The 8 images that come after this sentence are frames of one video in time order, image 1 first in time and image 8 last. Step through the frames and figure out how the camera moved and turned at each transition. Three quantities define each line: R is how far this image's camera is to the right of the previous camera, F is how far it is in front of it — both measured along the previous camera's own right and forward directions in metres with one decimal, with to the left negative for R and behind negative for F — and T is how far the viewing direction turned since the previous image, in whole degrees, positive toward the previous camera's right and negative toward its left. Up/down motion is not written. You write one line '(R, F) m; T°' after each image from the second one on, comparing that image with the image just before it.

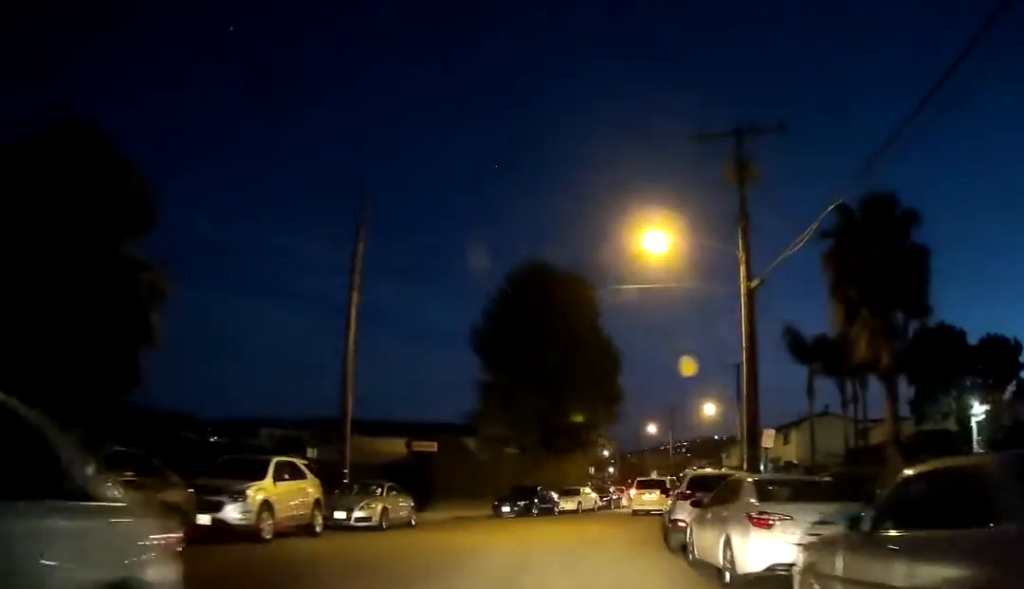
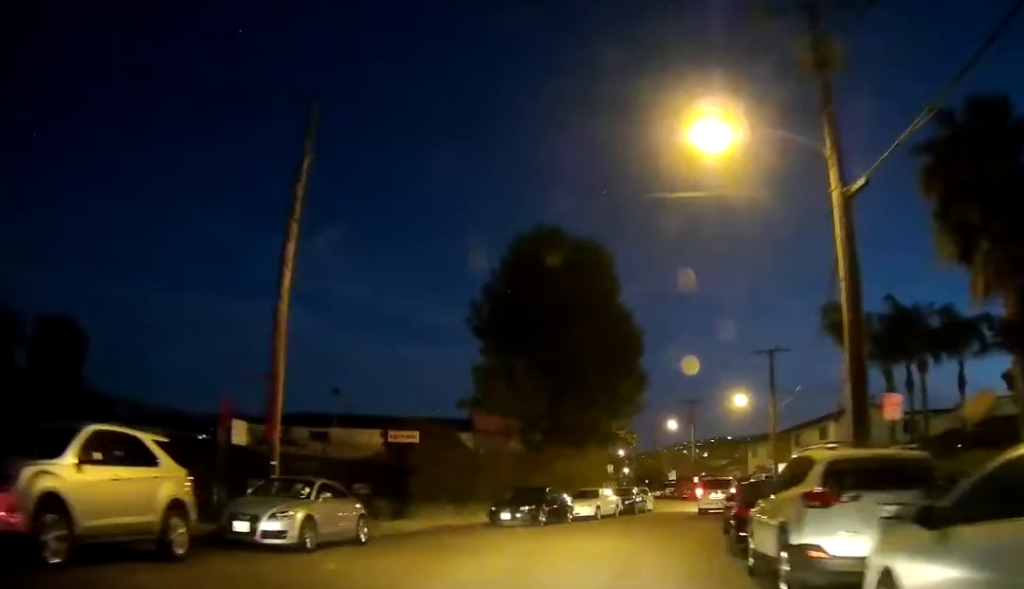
(+0.4, +7.3) m; +3°
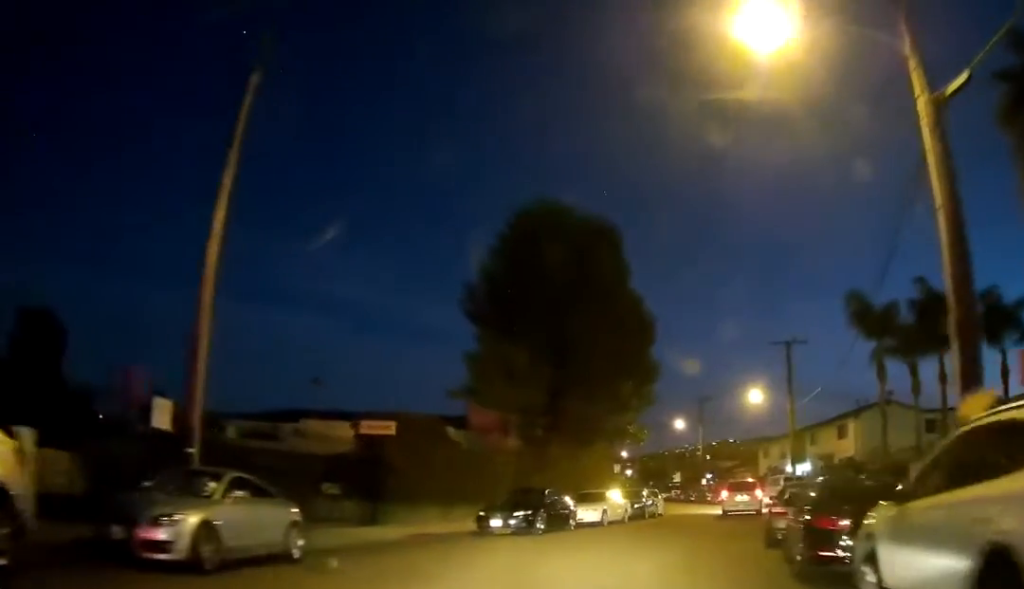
(+0.1, +4.0) m; -2°
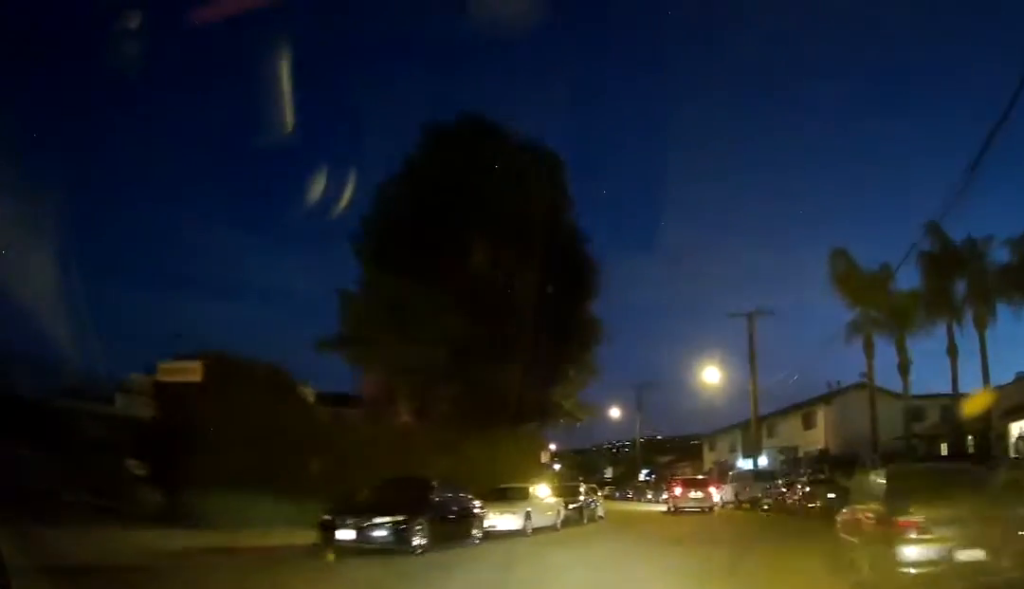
(-0.4, +8.1) m; +1°
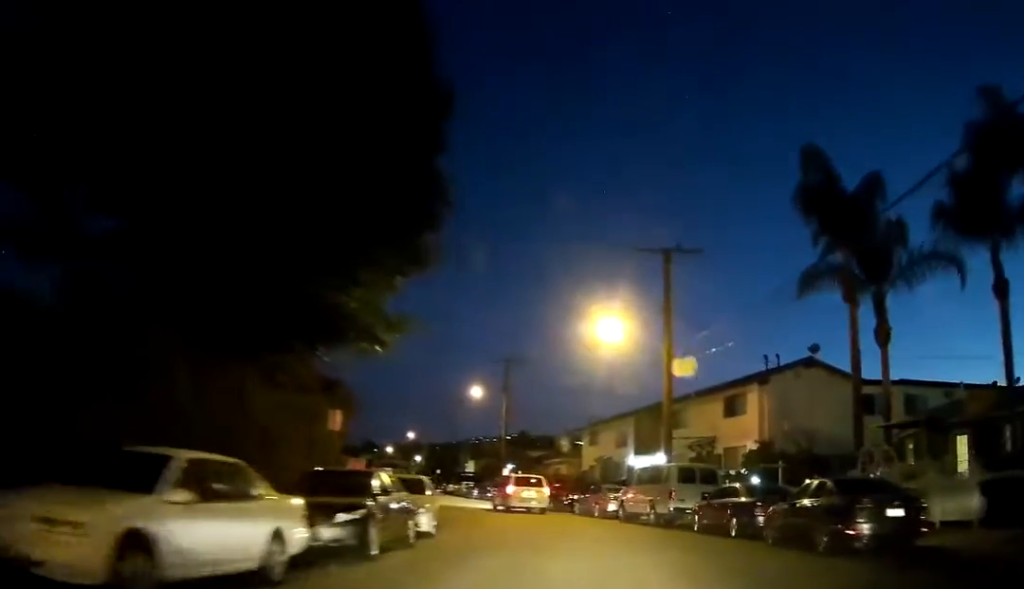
(+1.1, +13.3) m; +8°
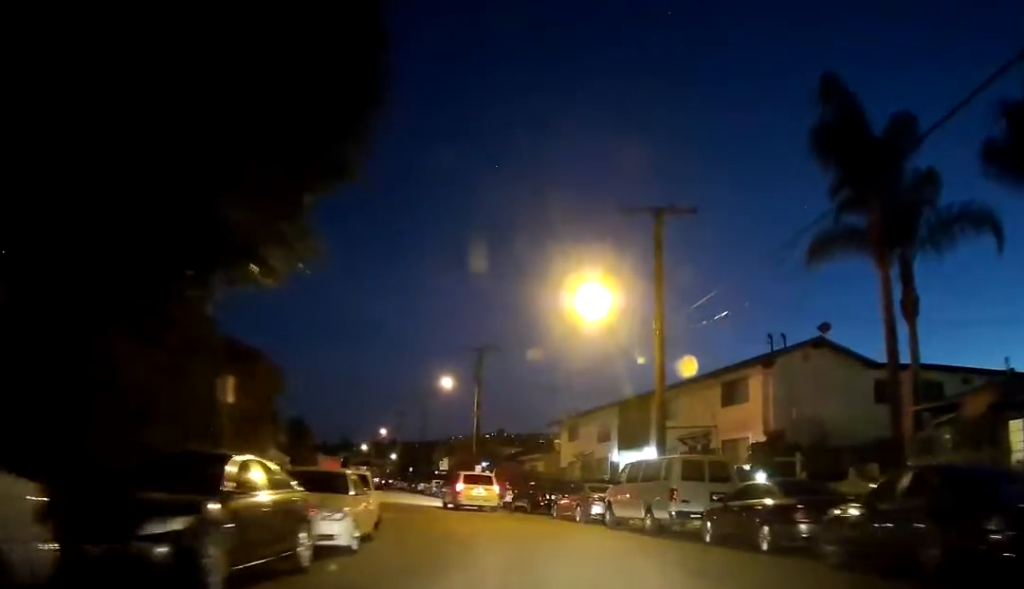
(0.0, +5.0) m; +3°
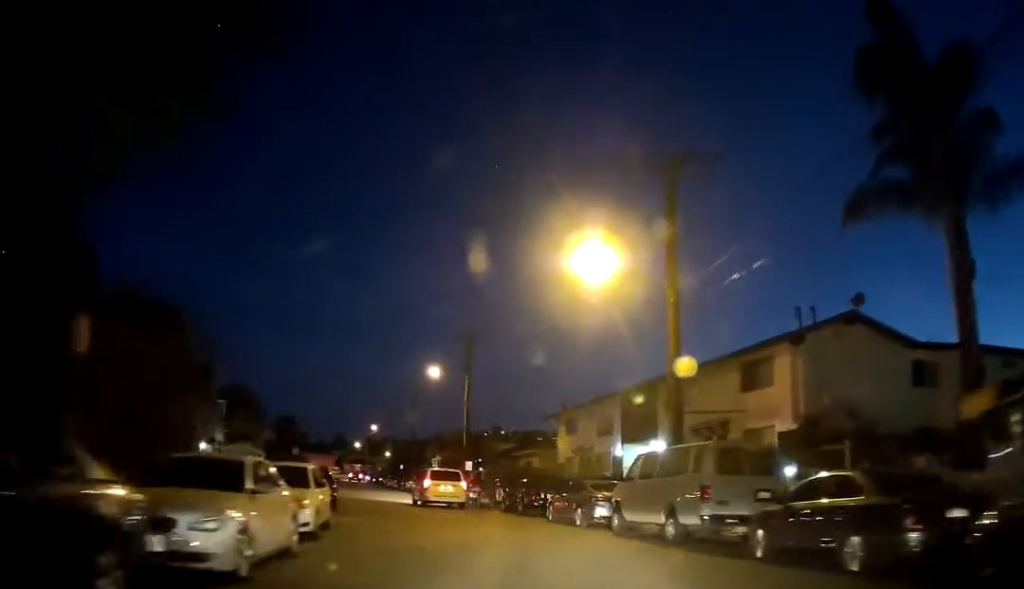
(+0.3, +4.5) m; +3°
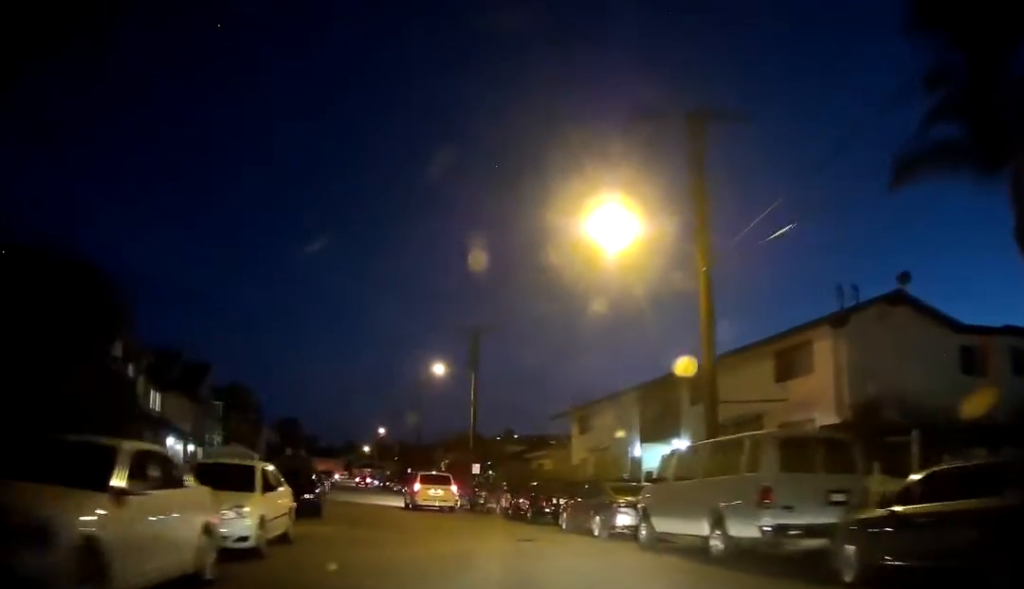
(+0.1, +3.6) m; +1°
